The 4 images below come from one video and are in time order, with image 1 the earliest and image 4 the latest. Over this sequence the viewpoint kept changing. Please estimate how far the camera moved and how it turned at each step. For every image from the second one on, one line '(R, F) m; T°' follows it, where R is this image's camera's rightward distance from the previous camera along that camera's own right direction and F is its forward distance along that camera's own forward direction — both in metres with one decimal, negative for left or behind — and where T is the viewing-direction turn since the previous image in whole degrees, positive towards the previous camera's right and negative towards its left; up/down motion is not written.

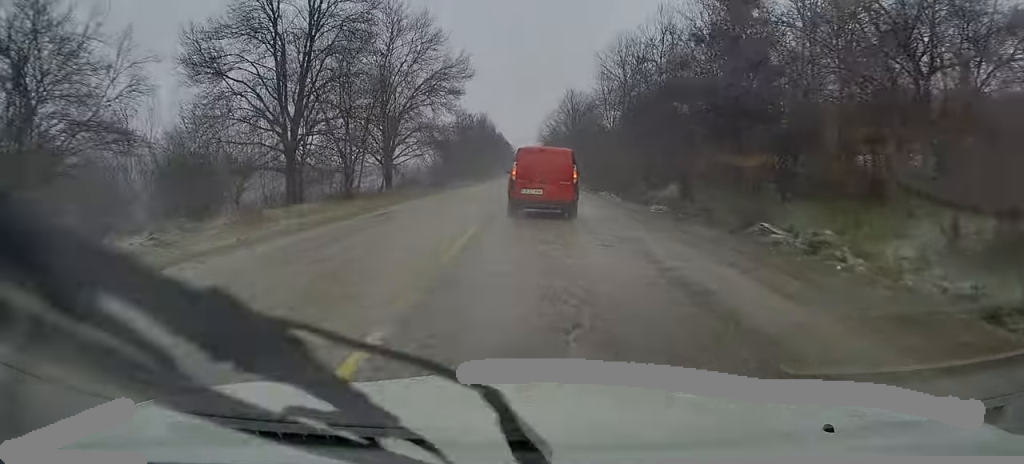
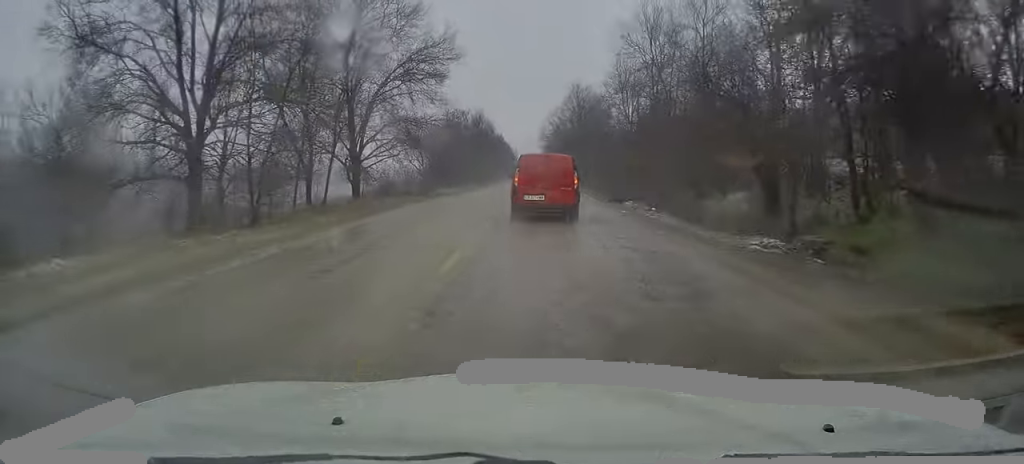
(0.0, +10.6) m; 0°
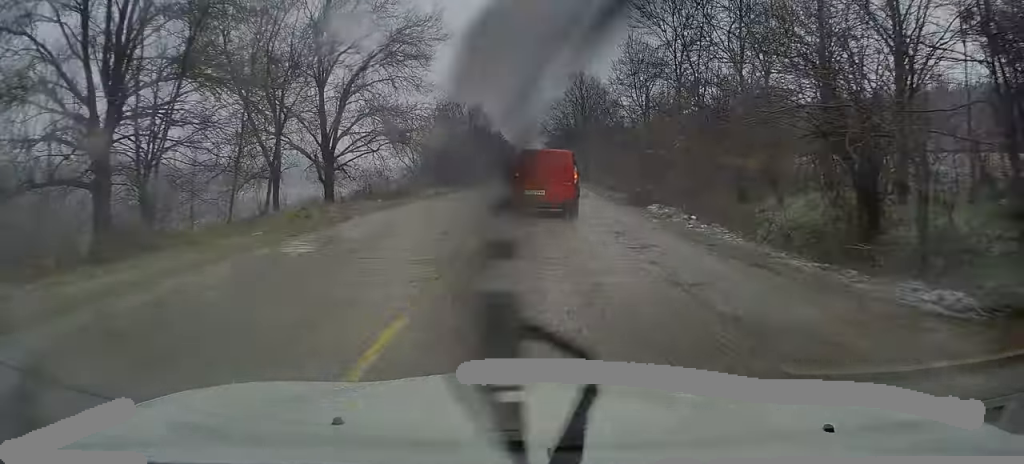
(0.0, +6.0) m; 0°
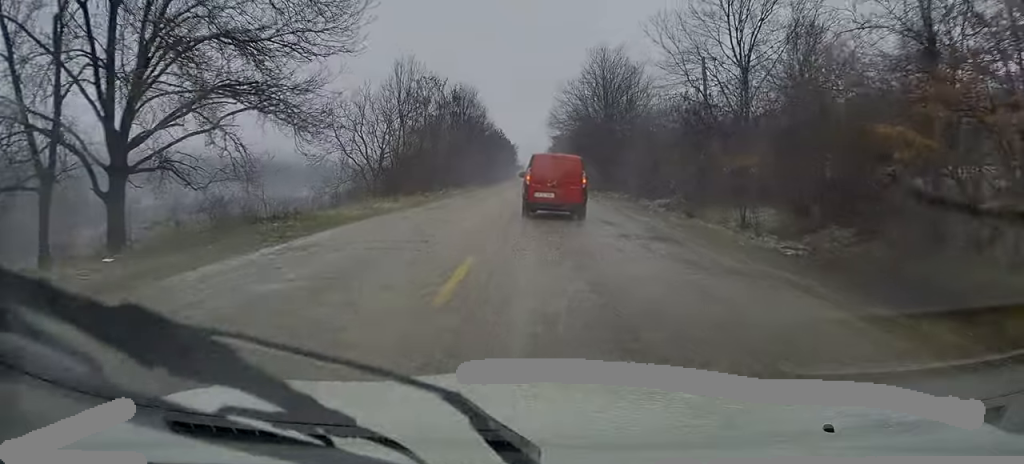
(+0.2, +20.6) m; +8°
